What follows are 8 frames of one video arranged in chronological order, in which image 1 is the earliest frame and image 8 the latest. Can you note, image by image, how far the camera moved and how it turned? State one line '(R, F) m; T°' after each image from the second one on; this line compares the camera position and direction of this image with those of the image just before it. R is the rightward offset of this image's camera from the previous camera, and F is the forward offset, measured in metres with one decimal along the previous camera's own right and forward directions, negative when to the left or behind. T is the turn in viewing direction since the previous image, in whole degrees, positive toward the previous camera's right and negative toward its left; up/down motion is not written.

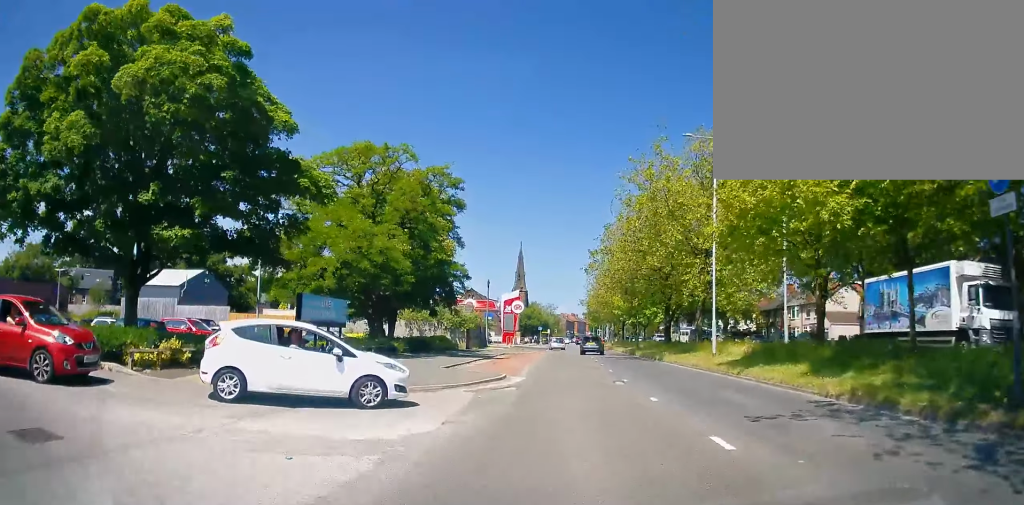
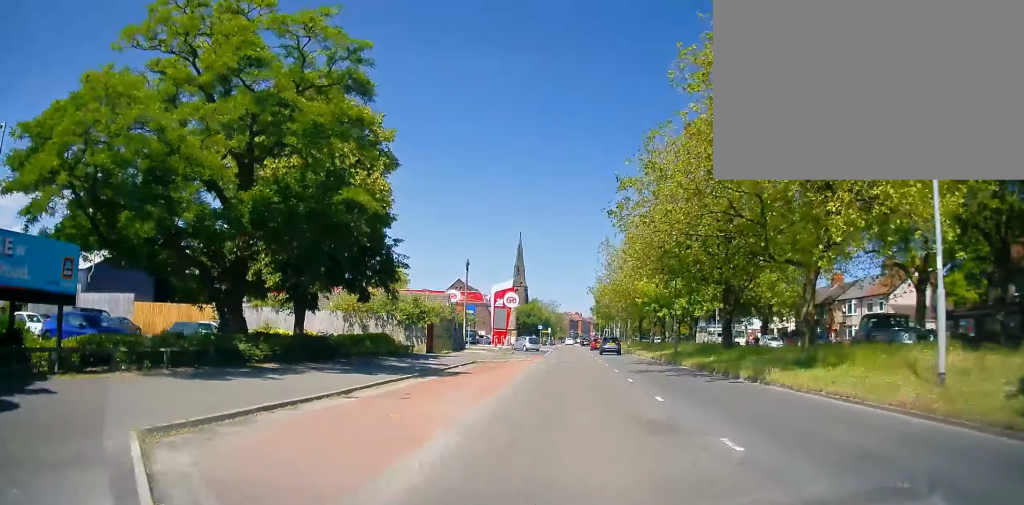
(-0.5, +17.0) m; -2°
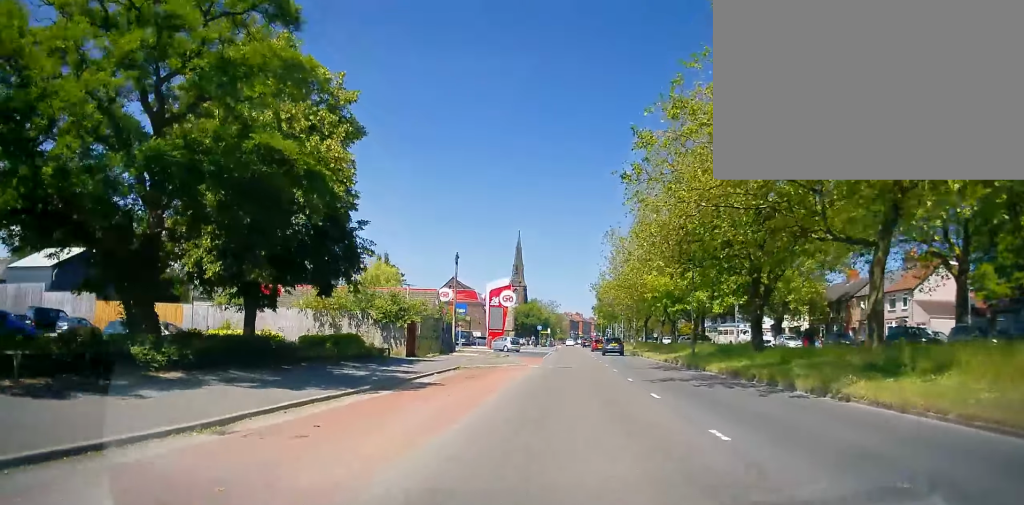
(-0.1, +4.9) m; 0°
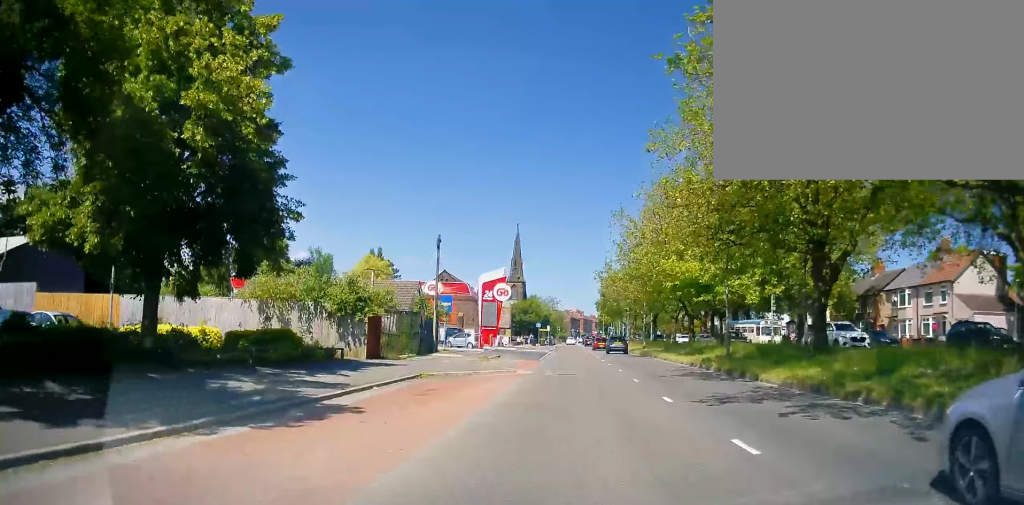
(+0.1, +6.8) m; +1°
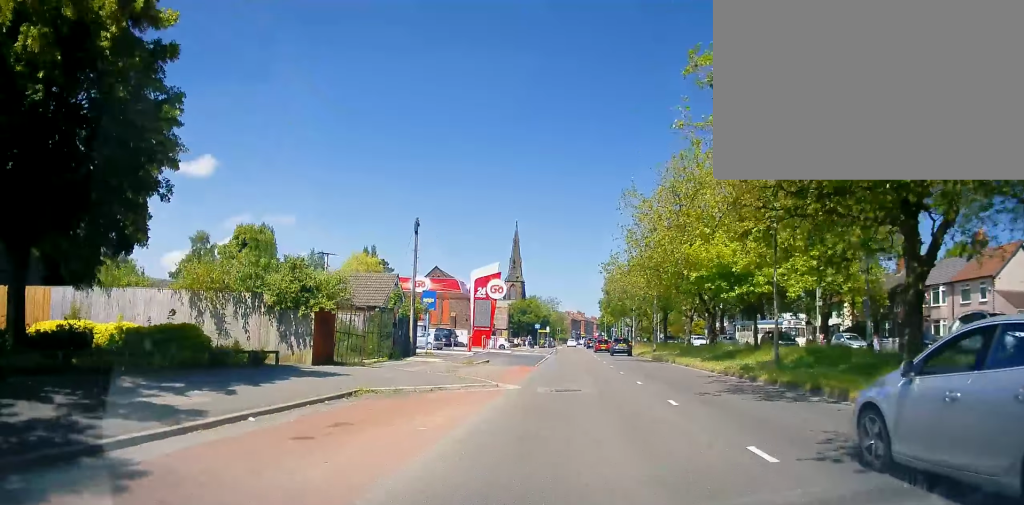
(0.0, +5.9) m; +1°
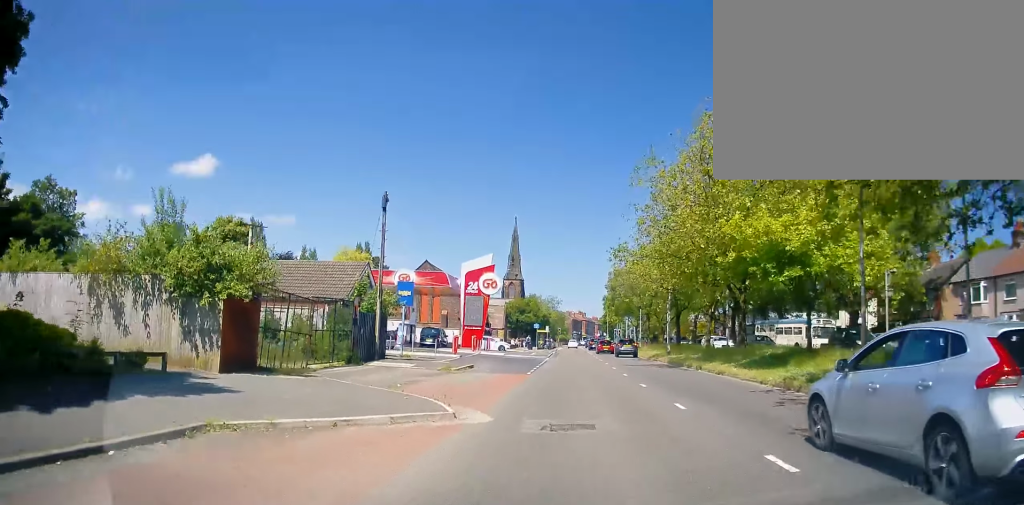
(-0.1, +6.0) m; +1°
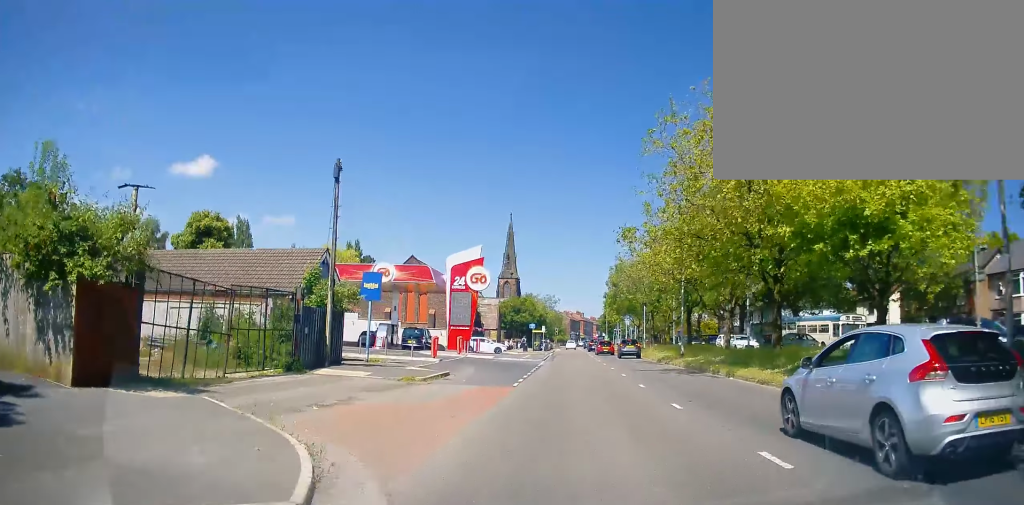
(+0.1, +5.4) m; 0°
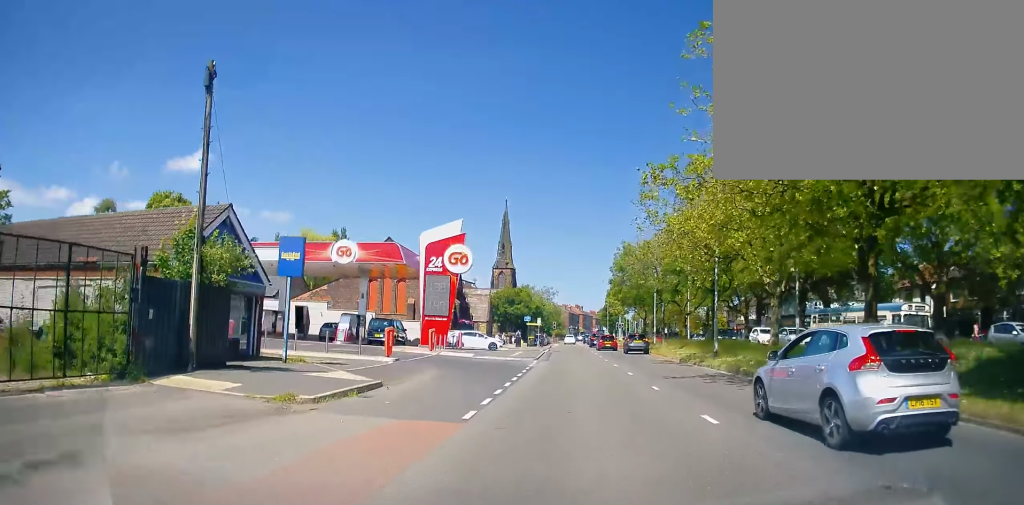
(+0.3, +8.4) m; -1°
